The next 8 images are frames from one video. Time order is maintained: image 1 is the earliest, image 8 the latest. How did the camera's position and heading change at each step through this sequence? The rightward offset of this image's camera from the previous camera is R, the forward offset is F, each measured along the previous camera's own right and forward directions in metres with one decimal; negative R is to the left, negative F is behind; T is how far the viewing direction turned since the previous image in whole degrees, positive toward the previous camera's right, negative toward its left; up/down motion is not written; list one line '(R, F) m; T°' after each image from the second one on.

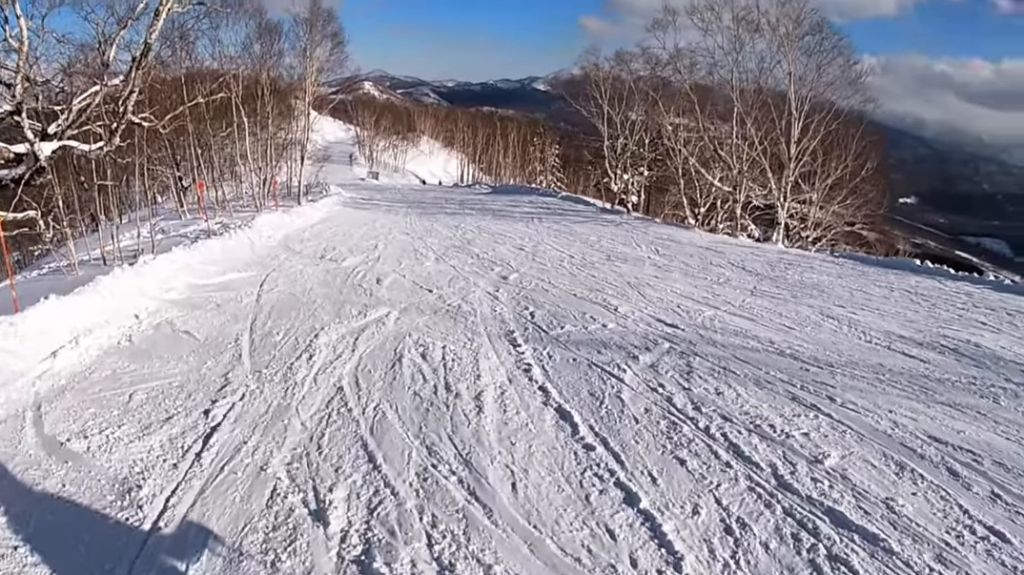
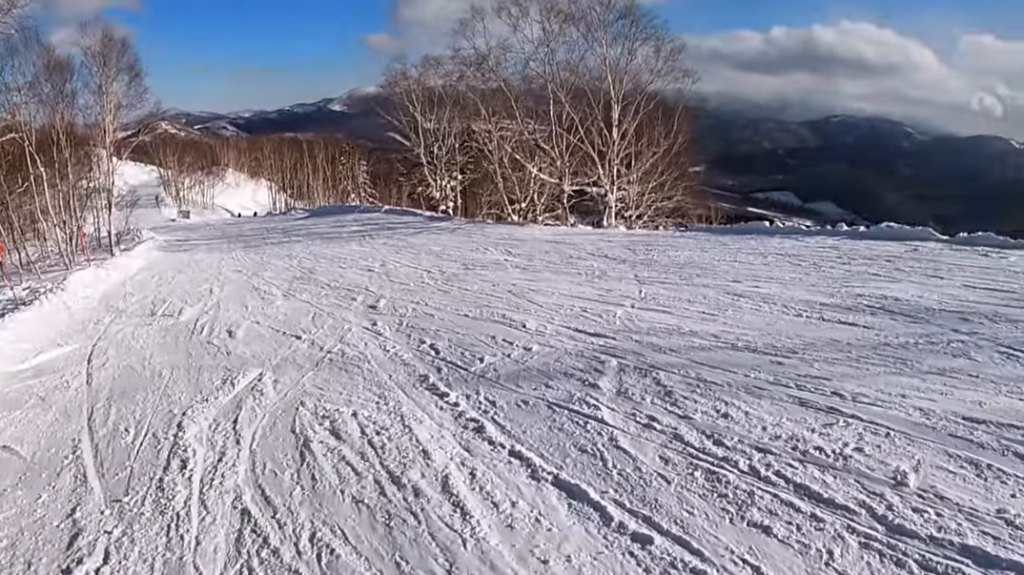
(+0.1, +2.0) m; +13°
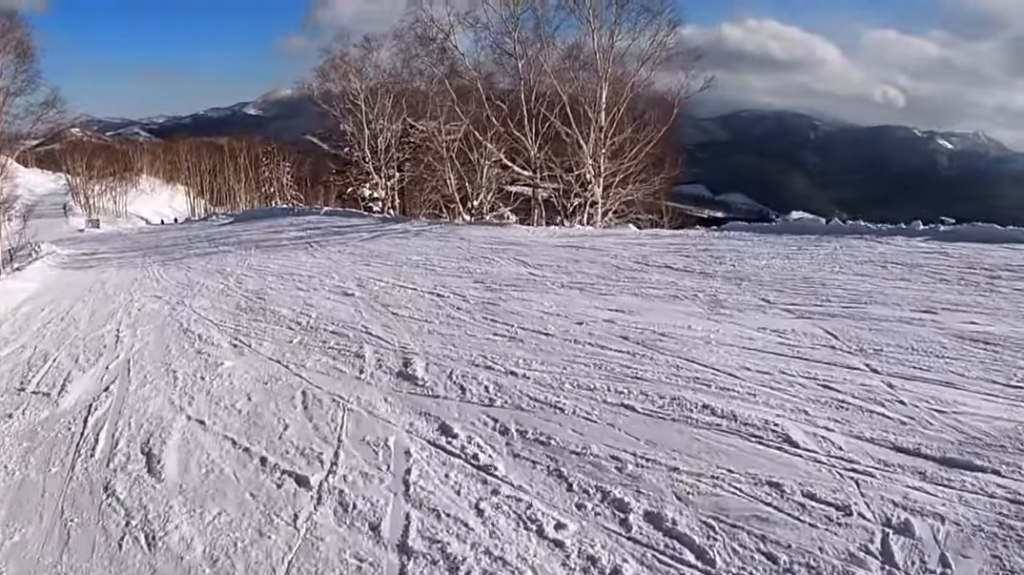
(+1.2, +5.2) m; +17°
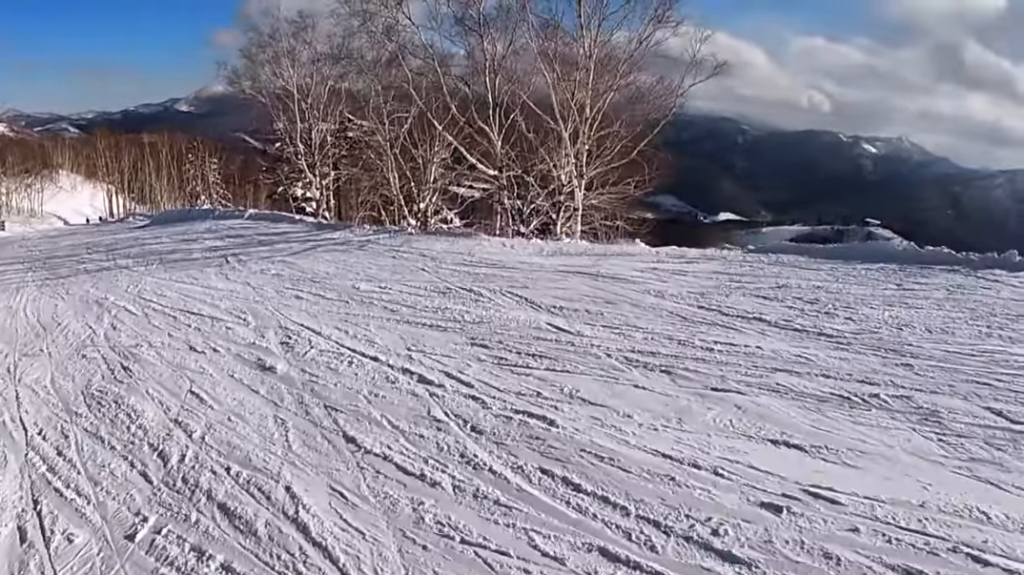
(+0.1, +4.8) m; -11°
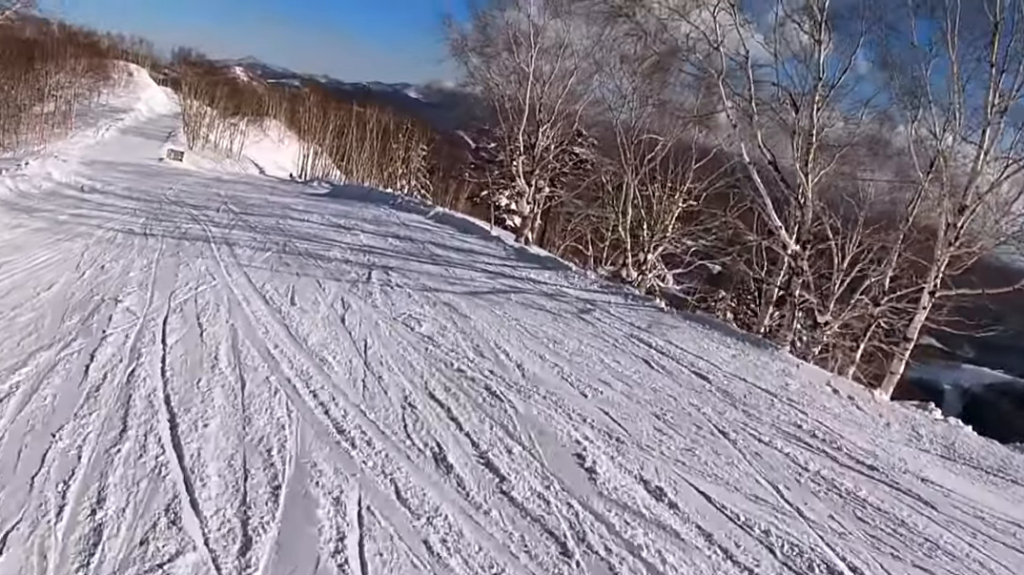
(-1.9, +6.5) m; -26°
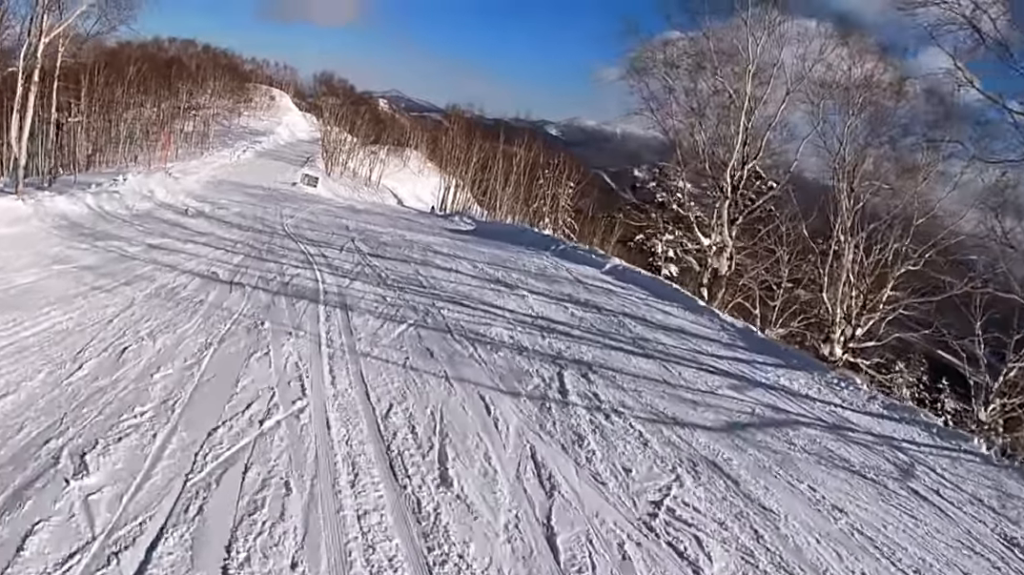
(-0.1, +4.4) m; +6°
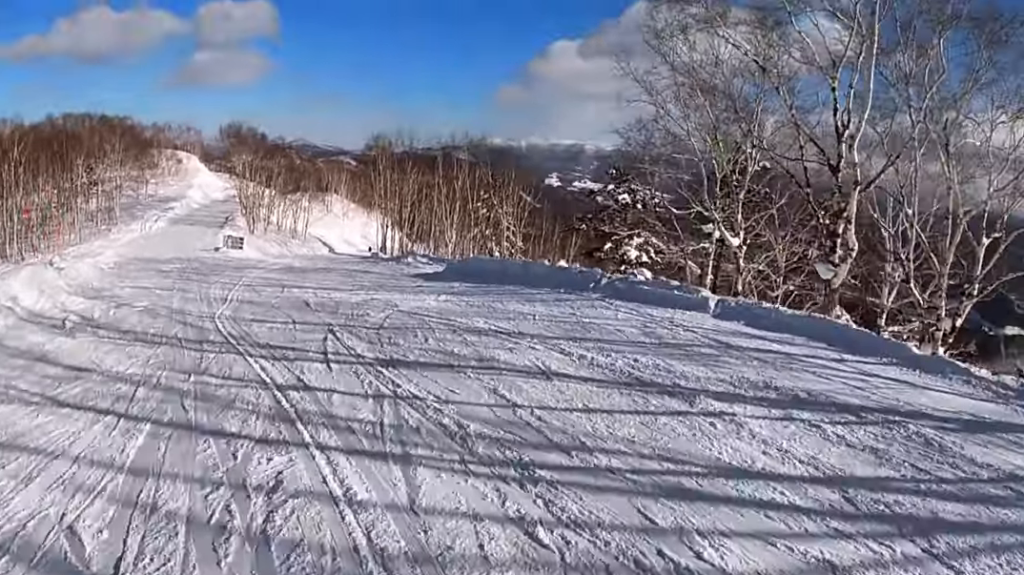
(+0.8, +6.1) m; +4°
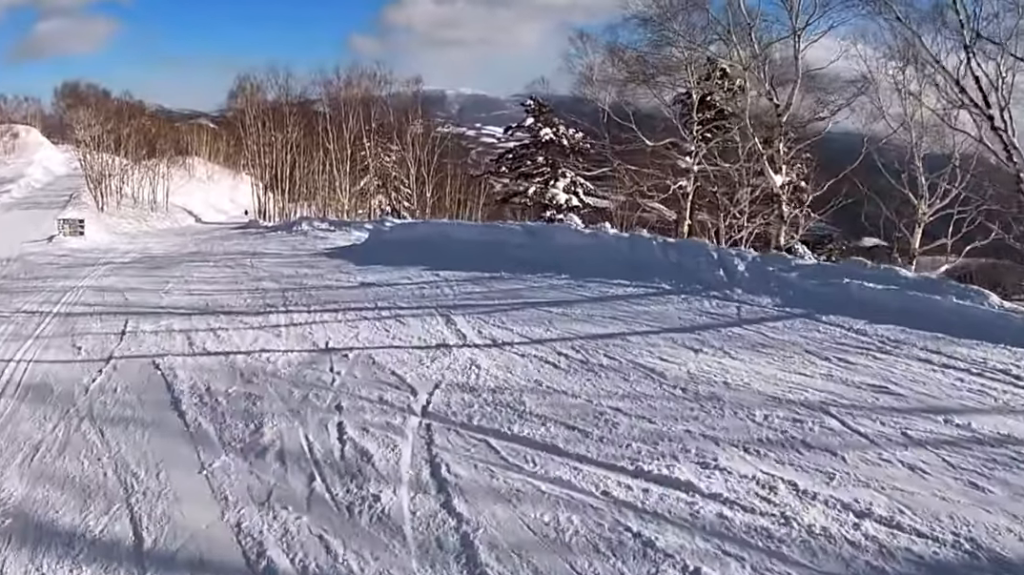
(-0.7, +7.4) m; 0°
